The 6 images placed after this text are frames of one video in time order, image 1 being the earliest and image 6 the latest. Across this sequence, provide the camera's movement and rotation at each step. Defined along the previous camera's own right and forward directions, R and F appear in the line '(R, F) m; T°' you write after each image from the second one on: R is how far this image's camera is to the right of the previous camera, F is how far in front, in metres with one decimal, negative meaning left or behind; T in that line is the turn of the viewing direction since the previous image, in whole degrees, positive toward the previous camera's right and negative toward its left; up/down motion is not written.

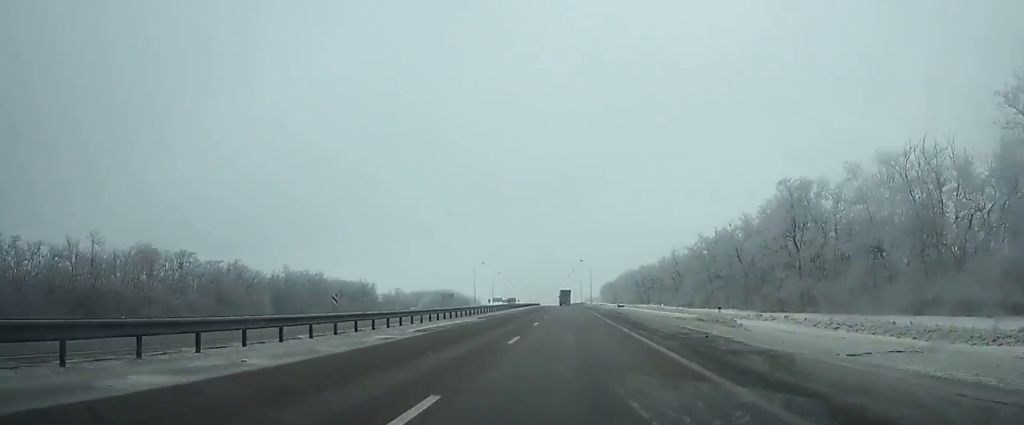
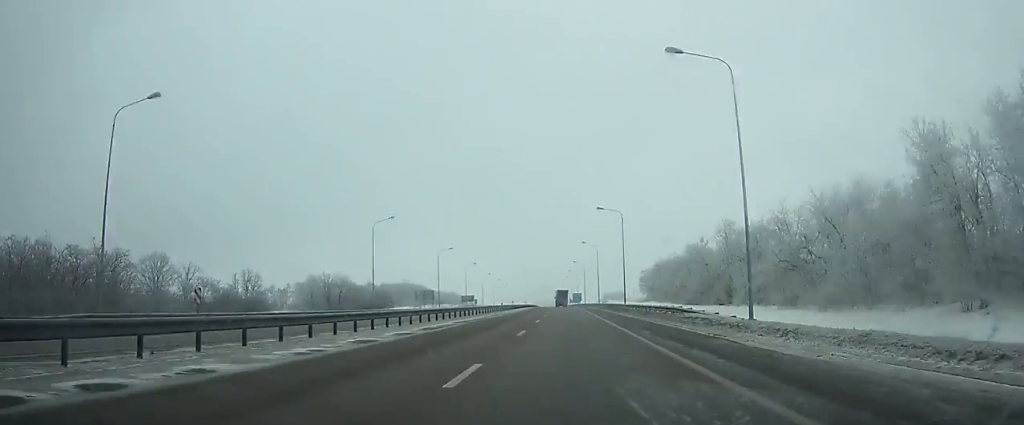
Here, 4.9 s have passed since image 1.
(-1.2, +127.1) m; -1°
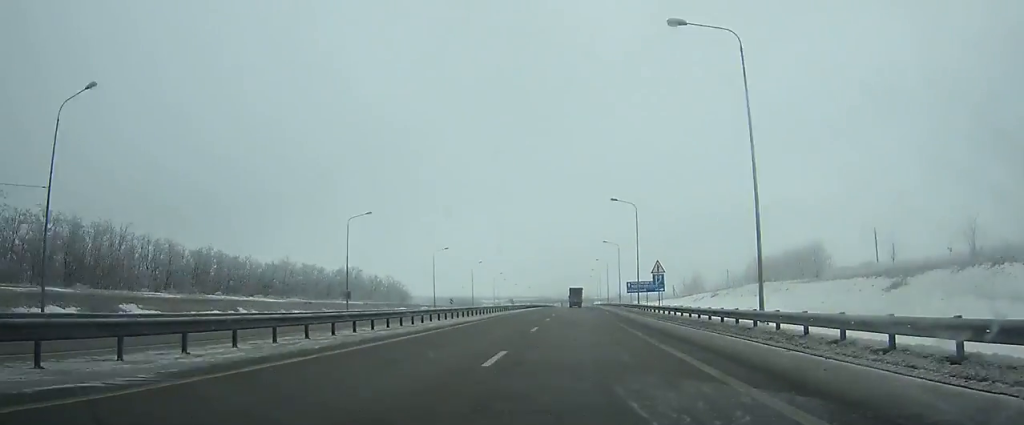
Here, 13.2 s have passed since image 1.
(-3.8, +213.7) m; -2°
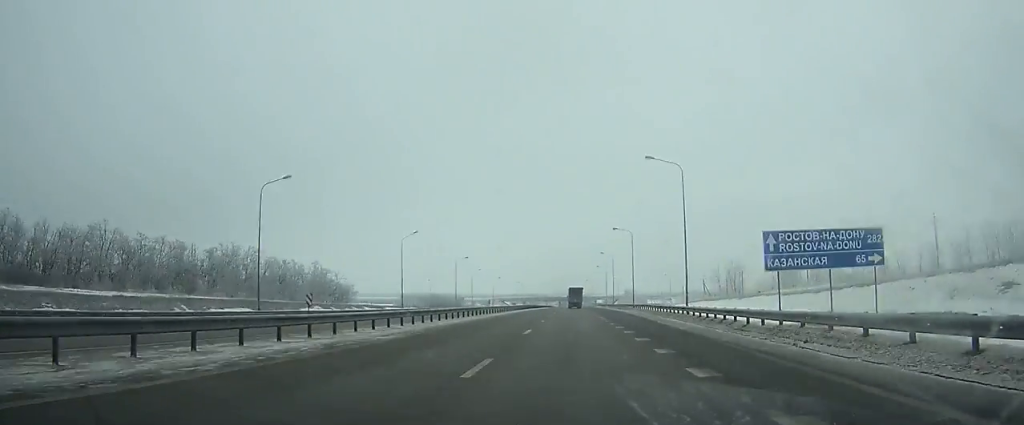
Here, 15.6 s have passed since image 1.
(-0.1, +62.1) m; 0°
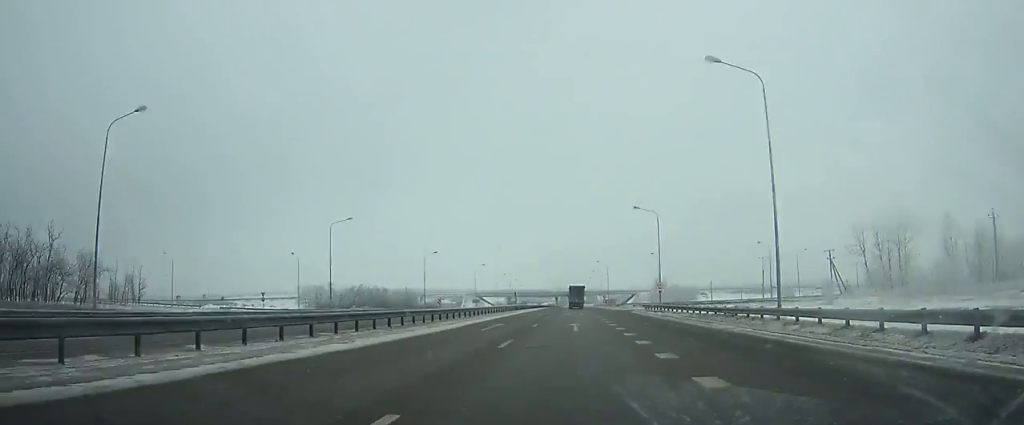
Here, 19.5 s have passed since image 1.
(+0.3, +102.0) m; 0°
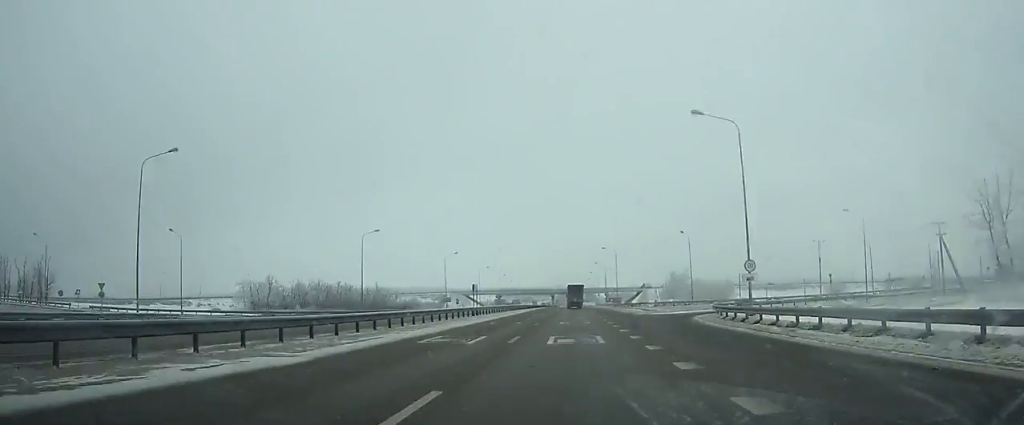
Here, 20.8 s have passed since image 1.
(0.0, +34.9) m; 0°
